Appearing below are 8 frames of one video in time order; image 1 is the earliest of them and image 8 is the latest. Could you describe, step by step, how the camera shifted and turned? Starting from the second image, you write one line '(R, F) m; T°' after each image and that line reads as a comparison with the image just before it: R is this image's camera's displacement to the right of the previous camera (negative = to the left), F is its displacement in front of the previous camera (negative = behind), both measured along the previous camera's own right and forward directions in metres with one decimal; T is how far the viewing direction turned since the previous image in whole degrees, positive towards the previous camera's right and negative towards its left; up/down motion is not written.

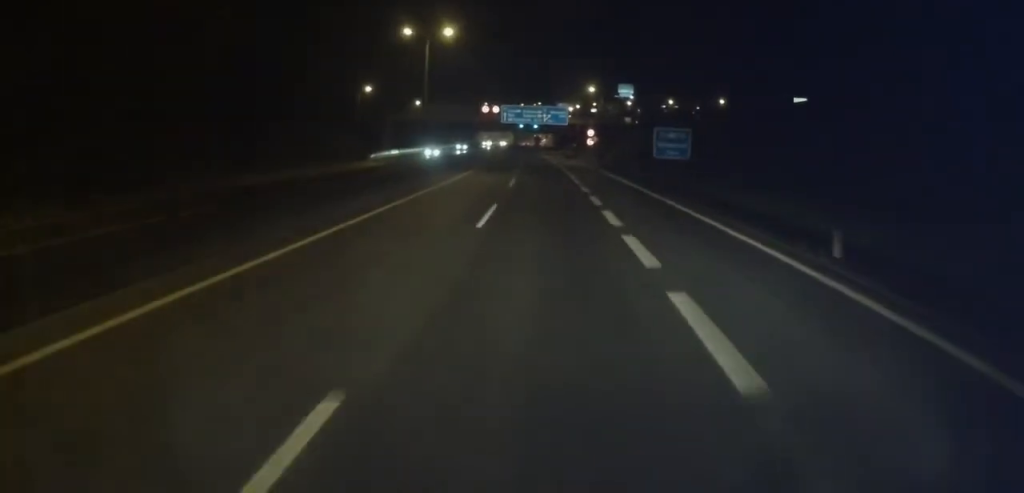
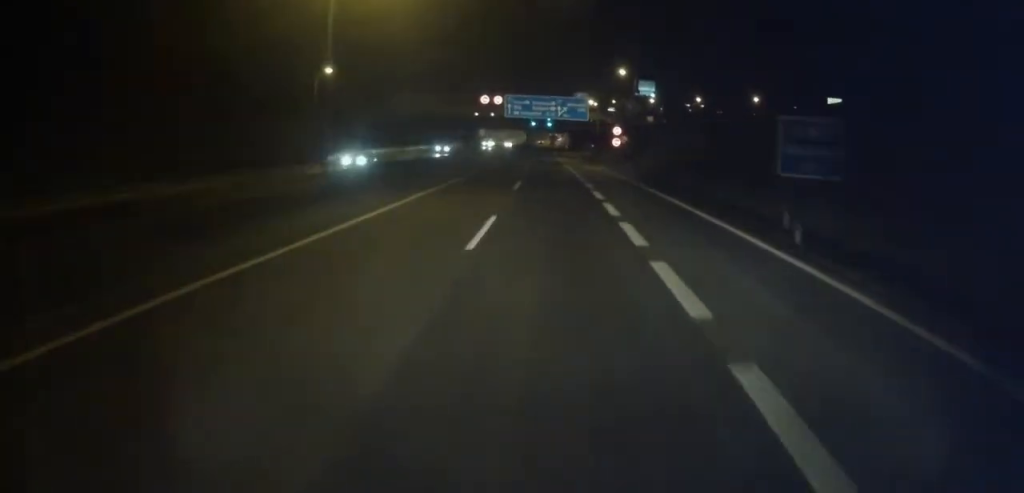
(-0.1, +21.8) m; -1°
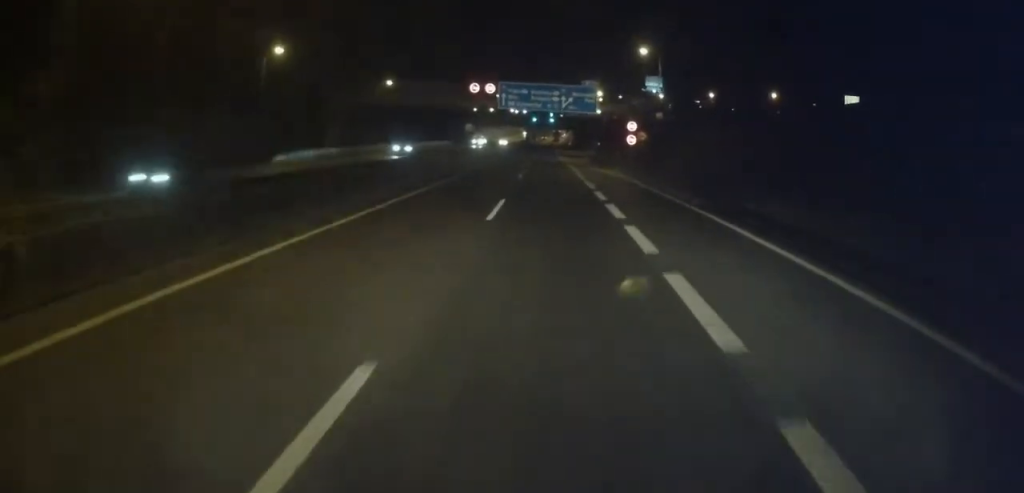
(-0.1, +12.5) m; -1°
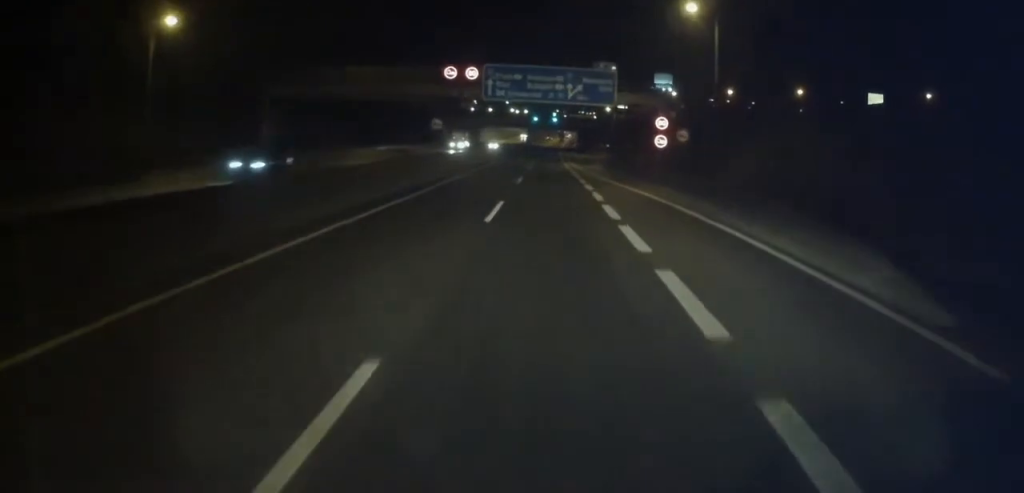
(-0.2, +16.1) m; -1°
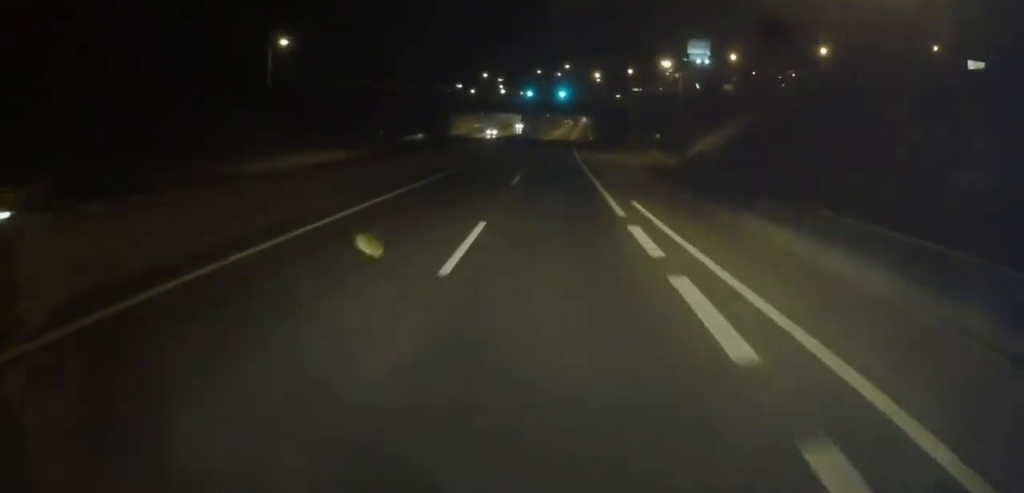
(-1.6, +63.0) m; -2°
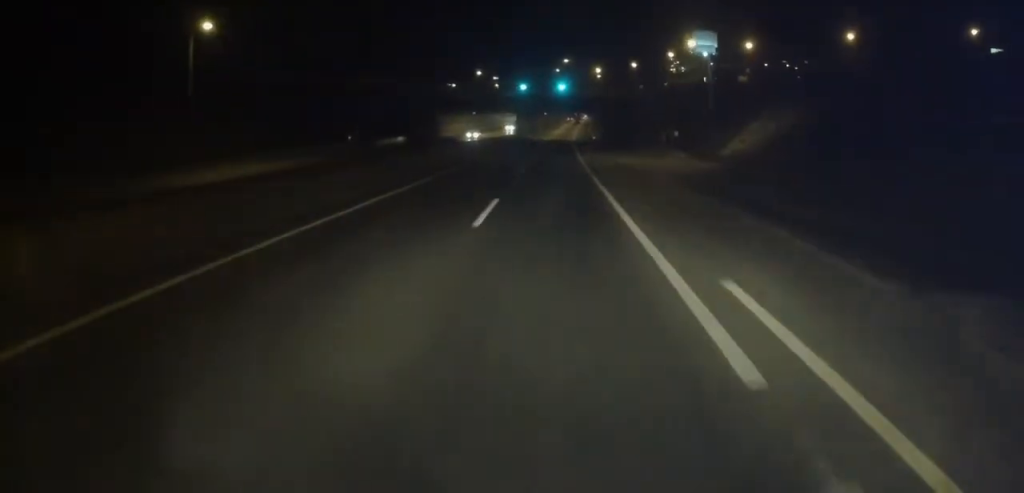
(0.0, +12.7) m; 0°
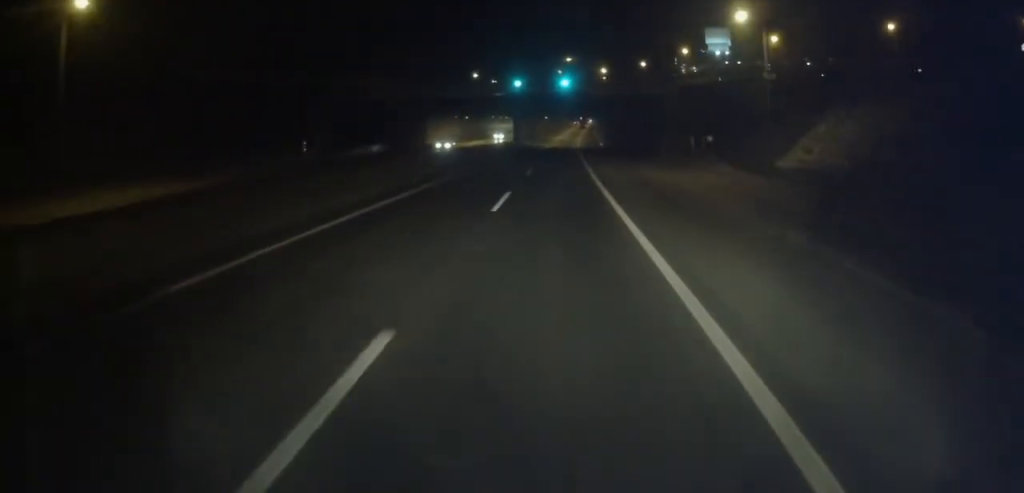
(0.0, +14.0) m; 0°
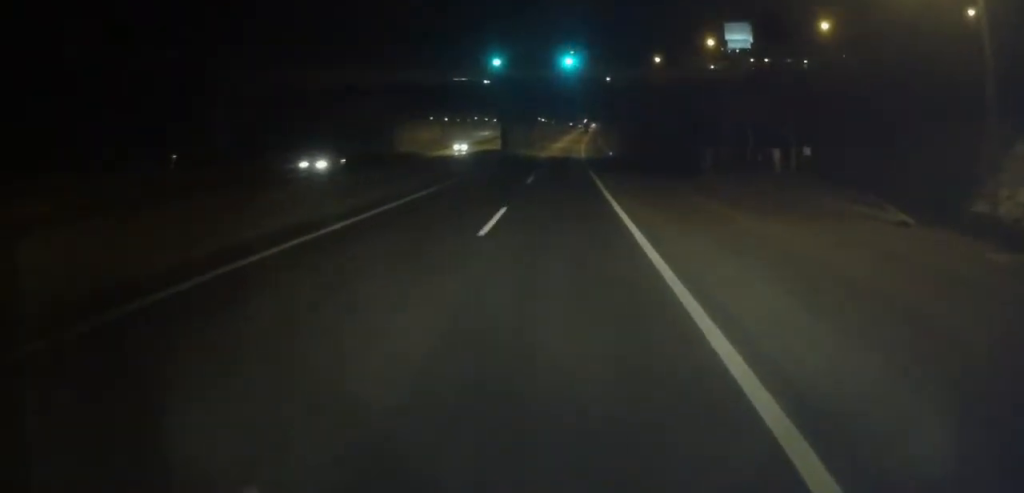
(+0.1, +22.1) m; +1°
